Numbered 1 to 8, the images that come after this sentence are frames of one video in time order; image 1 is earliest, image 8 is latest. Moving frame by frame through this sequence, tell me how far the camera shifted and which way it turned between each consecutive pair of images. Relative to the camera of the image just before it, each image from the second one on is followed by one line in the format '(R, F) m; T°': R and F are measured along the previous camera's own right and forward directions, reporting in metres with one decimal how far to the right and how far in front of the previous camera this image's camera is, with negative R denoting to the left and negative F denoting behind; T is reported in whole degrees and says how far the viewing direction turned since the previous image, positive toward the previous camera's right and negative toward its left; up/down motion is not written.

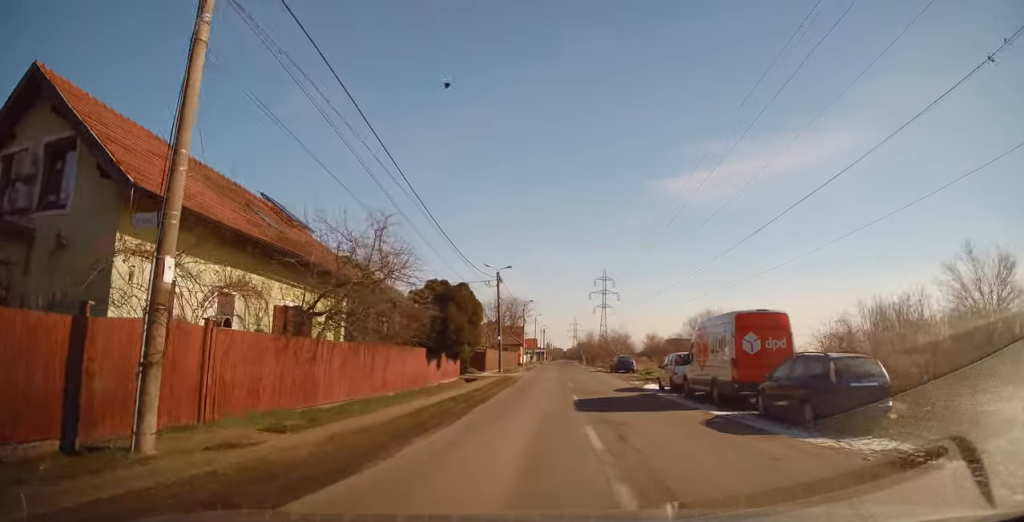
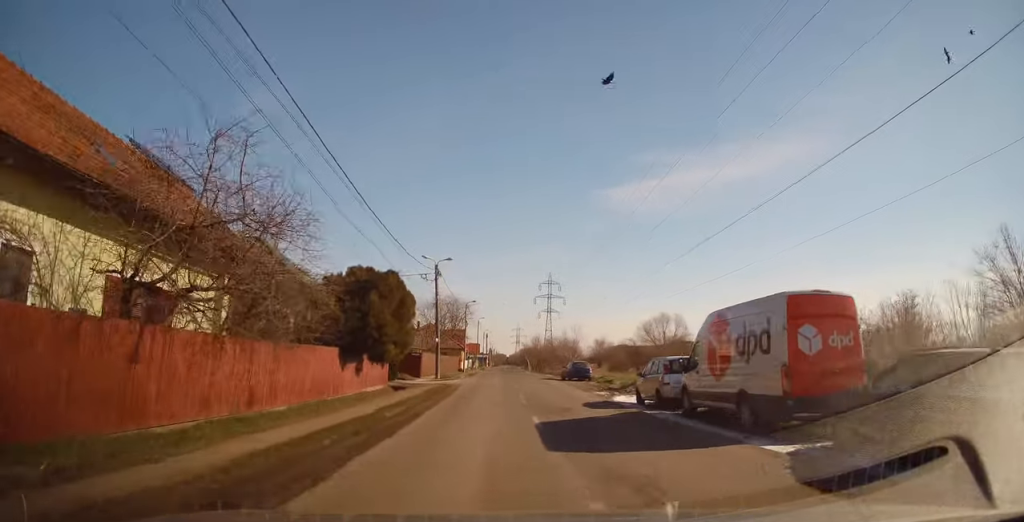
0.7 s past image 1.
(0.0, +5.4) m; +6°
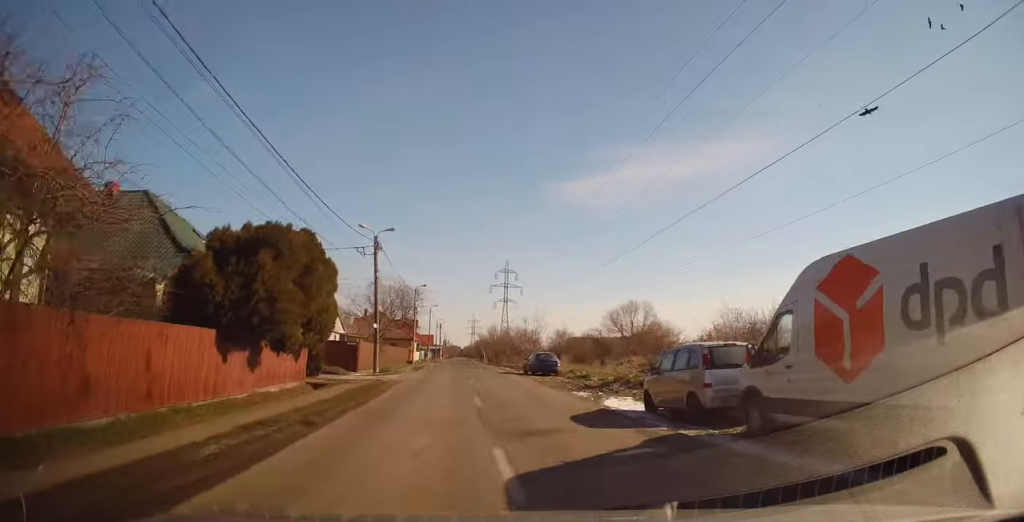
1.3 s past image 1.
(+0.6, +6.1) m; +2°
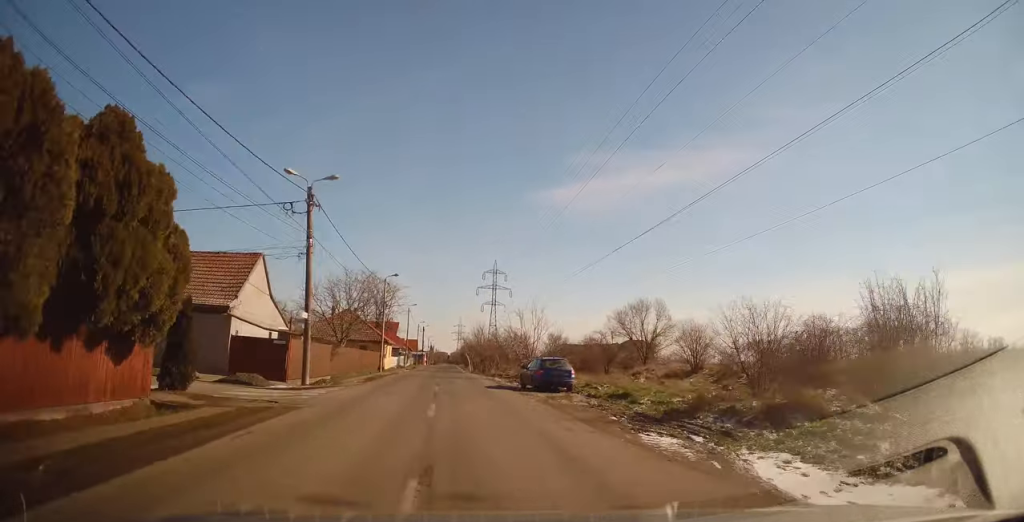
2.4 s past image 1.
(0.0, +10.6) m; -2°
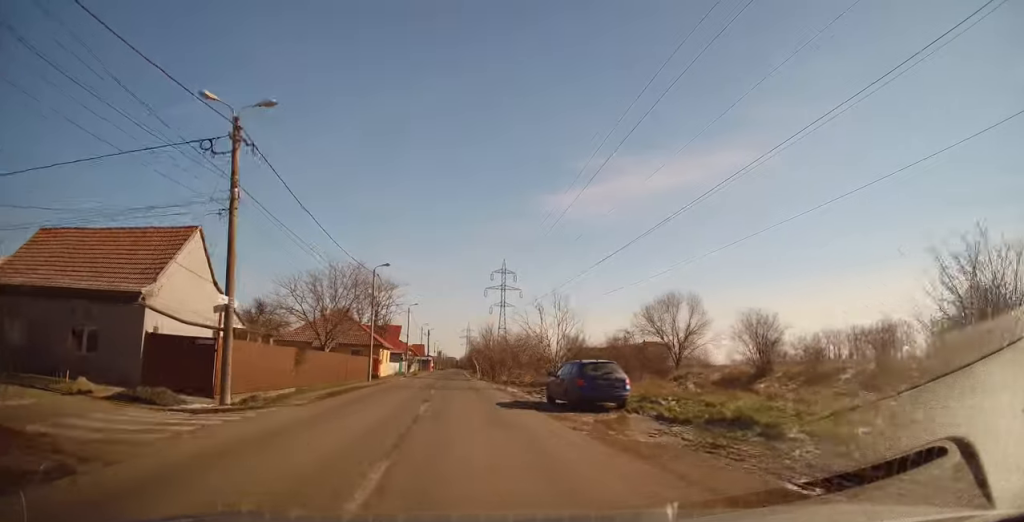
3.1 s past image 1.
(-0.2, +8.2) m; -1°
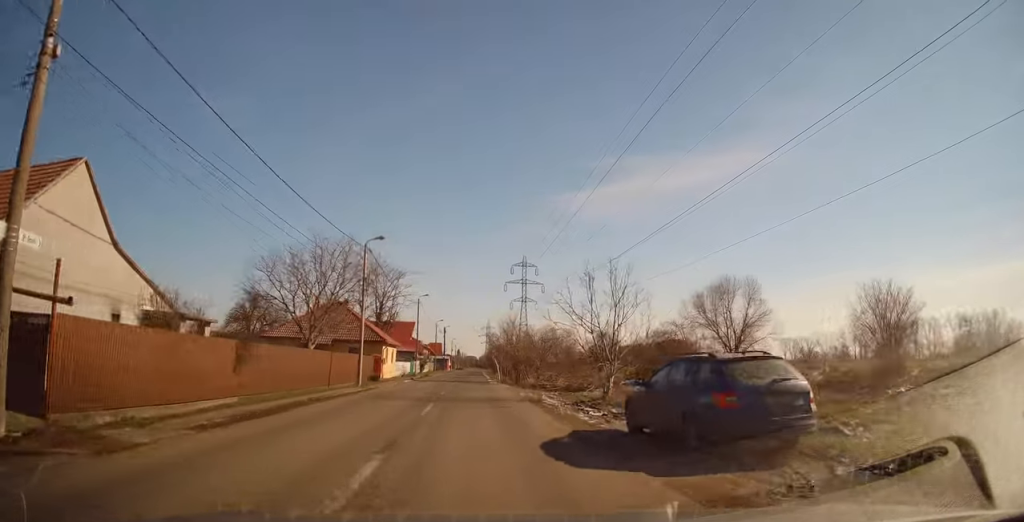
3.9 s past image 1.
(-0.1, +8.8) m; 0°
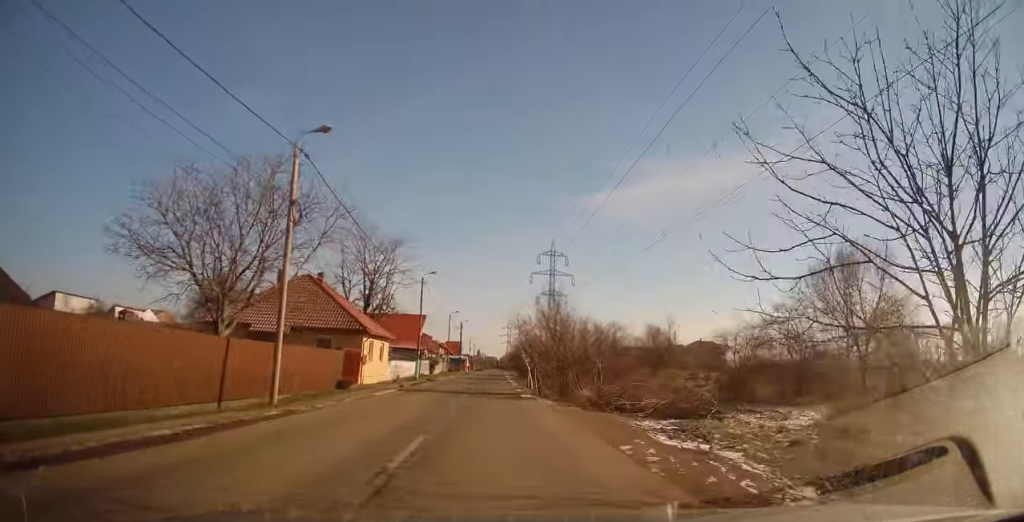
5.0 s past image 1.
(+0.1, +15.0) m; -2°
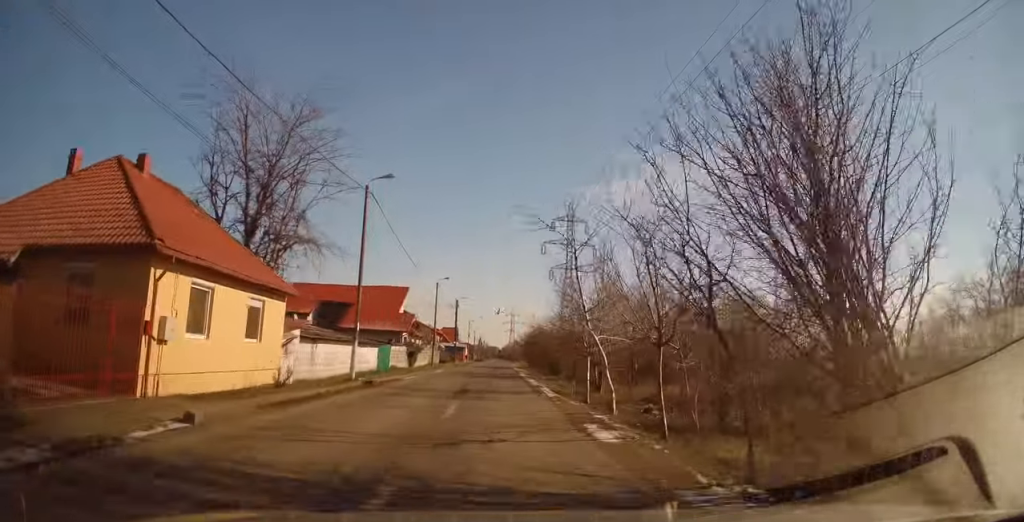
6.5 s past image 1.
(-0.8, +21.6) m; -2°
